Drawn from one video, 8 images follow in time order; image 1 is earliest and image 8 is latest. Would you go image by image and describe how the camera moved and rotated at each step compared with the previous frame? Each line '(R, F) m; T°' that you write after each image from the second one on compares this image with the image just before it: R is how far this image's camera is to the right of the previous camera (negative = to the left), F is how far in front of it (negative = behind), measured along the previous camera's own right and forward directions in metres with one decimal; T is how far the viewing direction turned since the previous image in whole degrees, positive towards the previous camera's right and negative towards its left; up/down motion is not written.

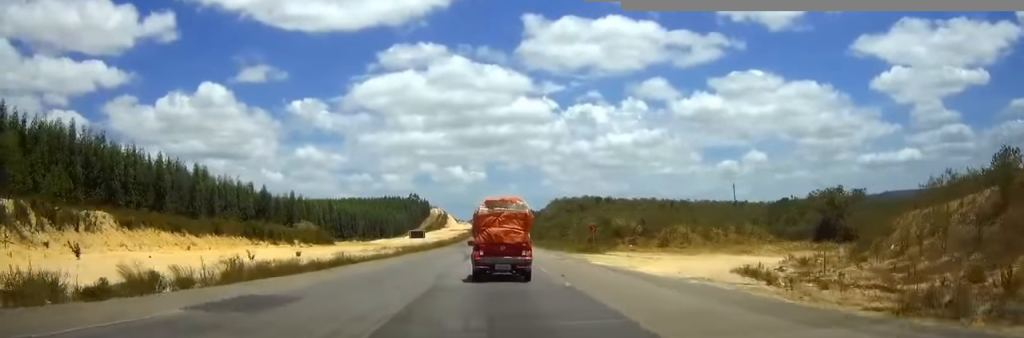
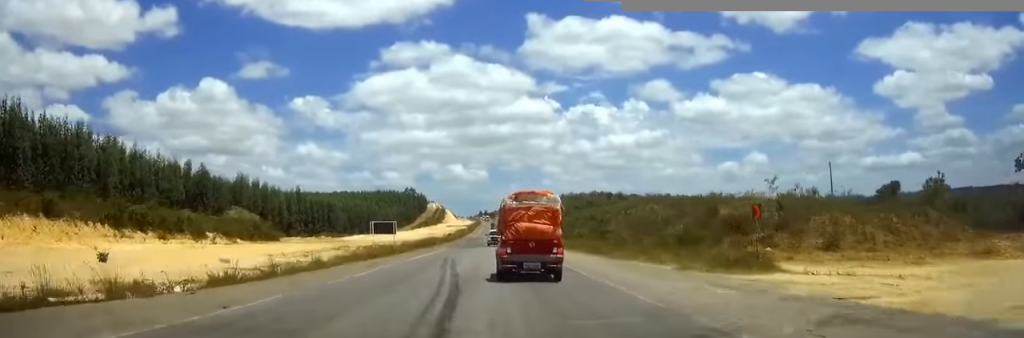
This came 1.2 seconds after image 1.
(-0.1, +31.1) m; 0°
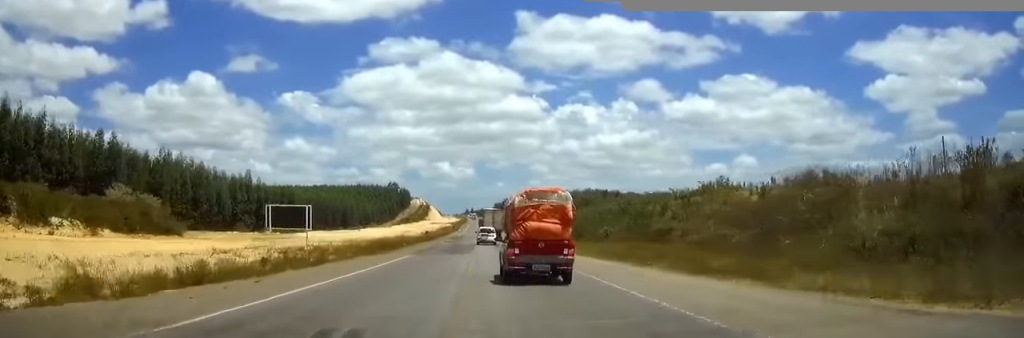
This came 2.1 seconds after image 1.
(+0.2, +23.9) m; +1°
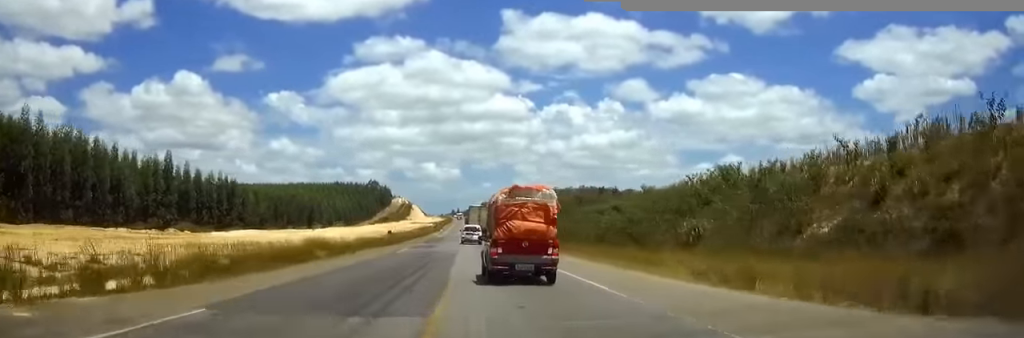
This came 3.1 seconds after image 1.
(+0.2, +27.1) m; +1°
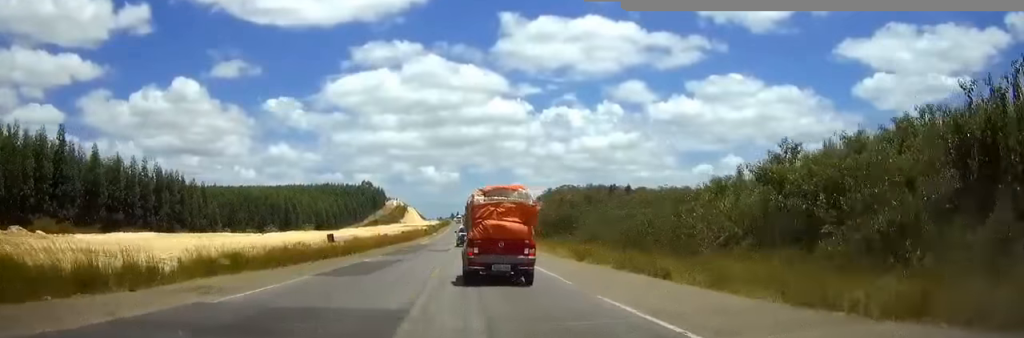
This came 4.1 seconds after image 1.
(0.0, +25.9) m; 0°
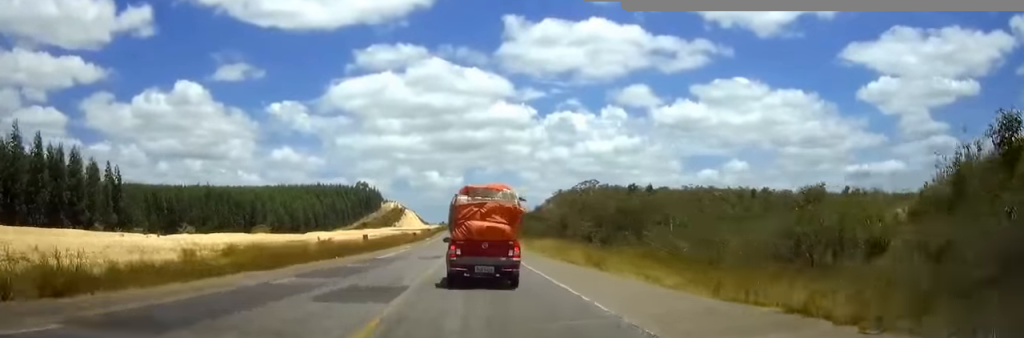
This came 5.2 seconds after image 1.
(0.0, +28.7) m; 0°
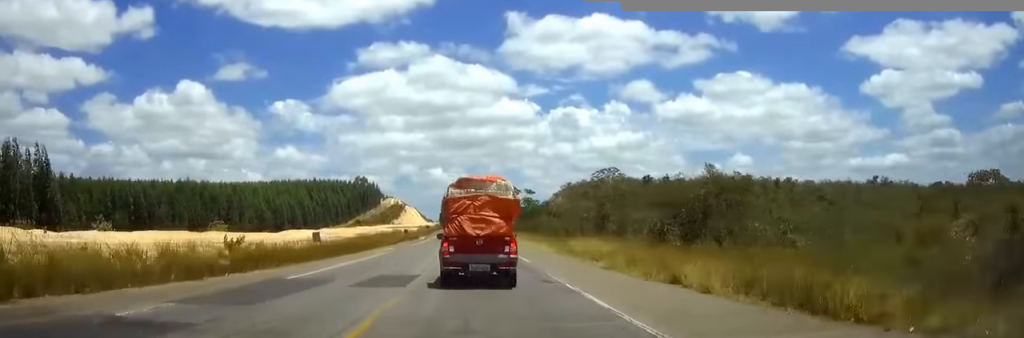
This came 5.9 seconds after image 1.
(0.0, +16.3) m; 0°
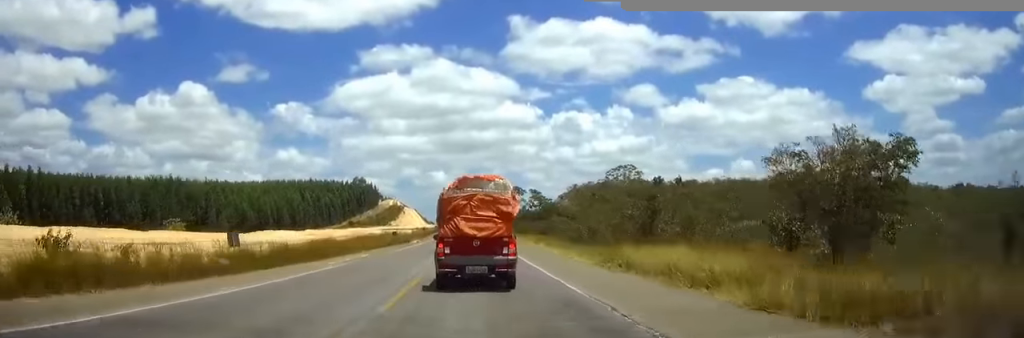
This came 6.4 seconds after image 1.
(0.0, +12.0) m; 0°
